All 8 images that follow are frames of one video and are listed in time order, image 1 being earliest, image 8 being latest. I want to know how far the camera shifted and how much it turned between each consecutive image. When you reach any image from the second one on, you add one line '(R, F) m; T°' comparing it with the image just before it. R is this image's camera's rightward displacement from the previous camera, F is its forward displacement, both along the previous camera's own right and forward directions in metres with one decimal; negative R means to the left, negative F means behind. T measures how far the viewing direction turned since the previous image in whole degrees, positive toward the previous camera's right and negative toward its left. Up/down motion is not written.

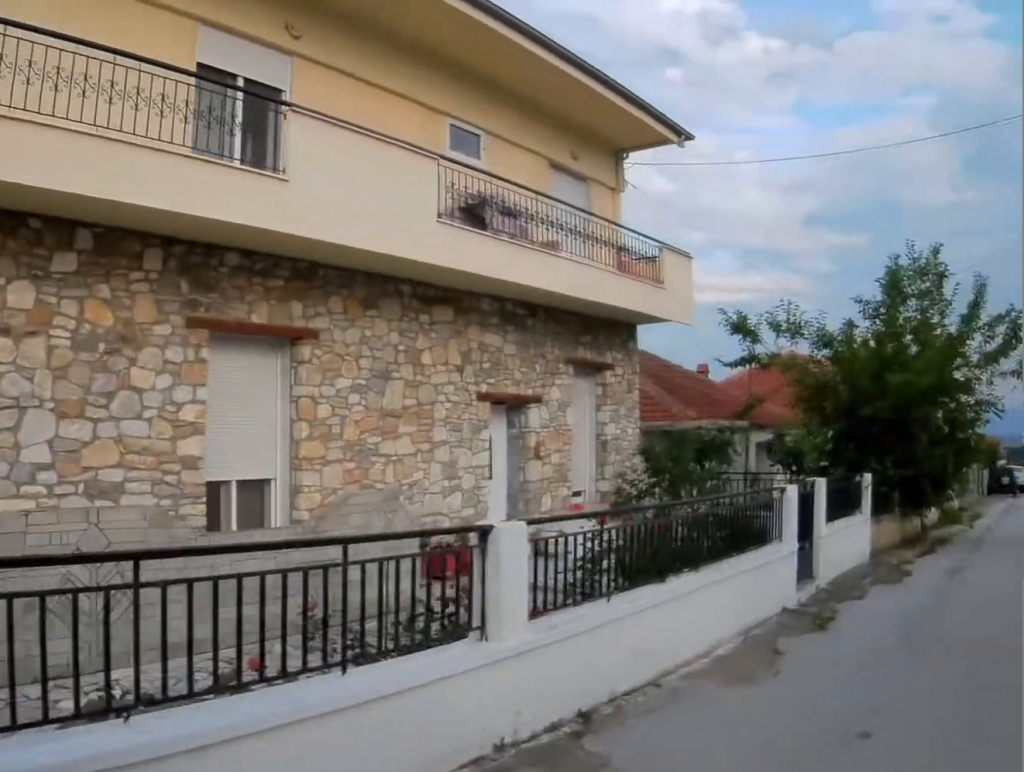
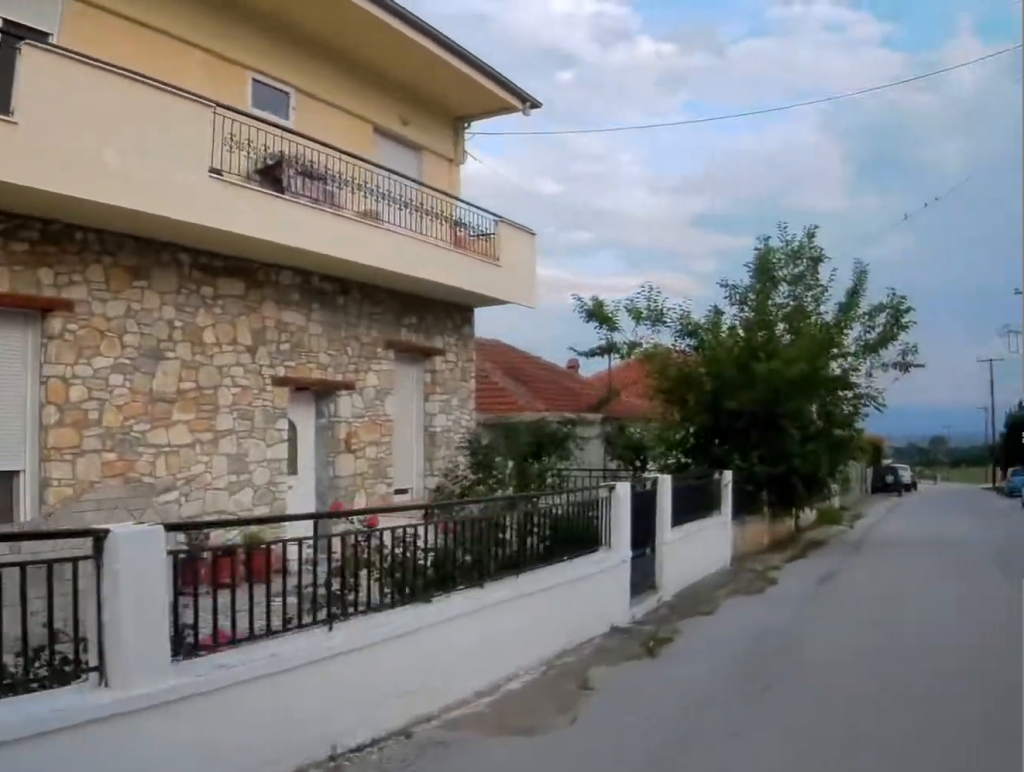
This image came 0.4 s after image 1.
(+0.1, +1.5) m; +3°
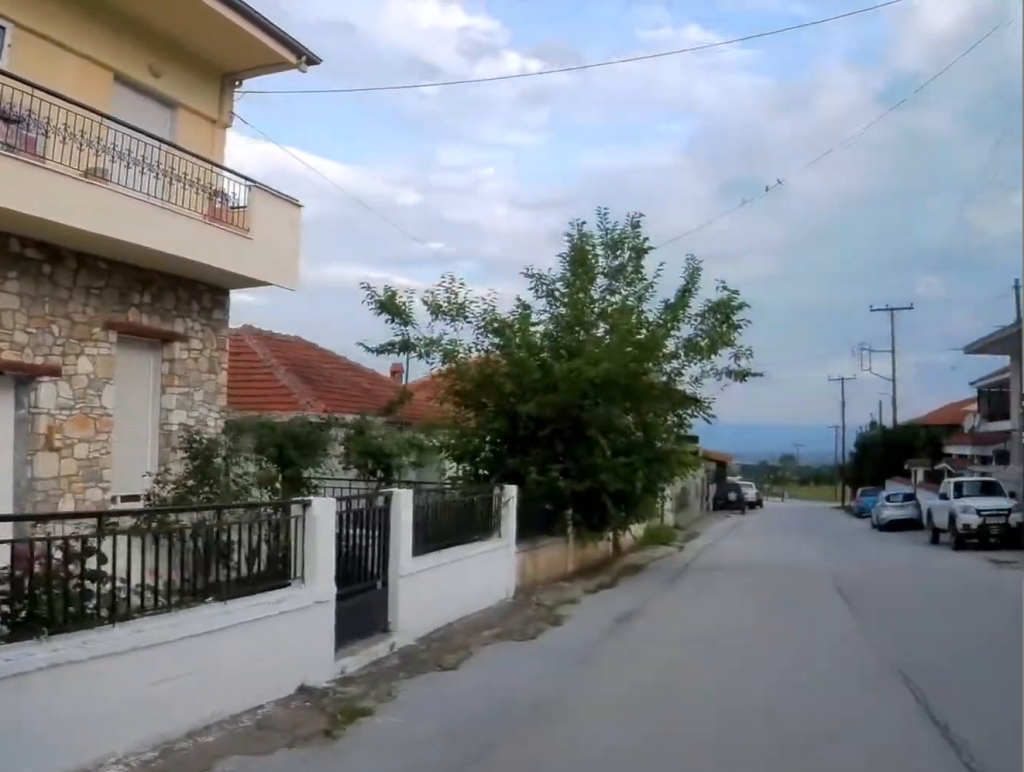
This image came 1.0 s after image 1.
(-0.3, +2.1) m; -1°
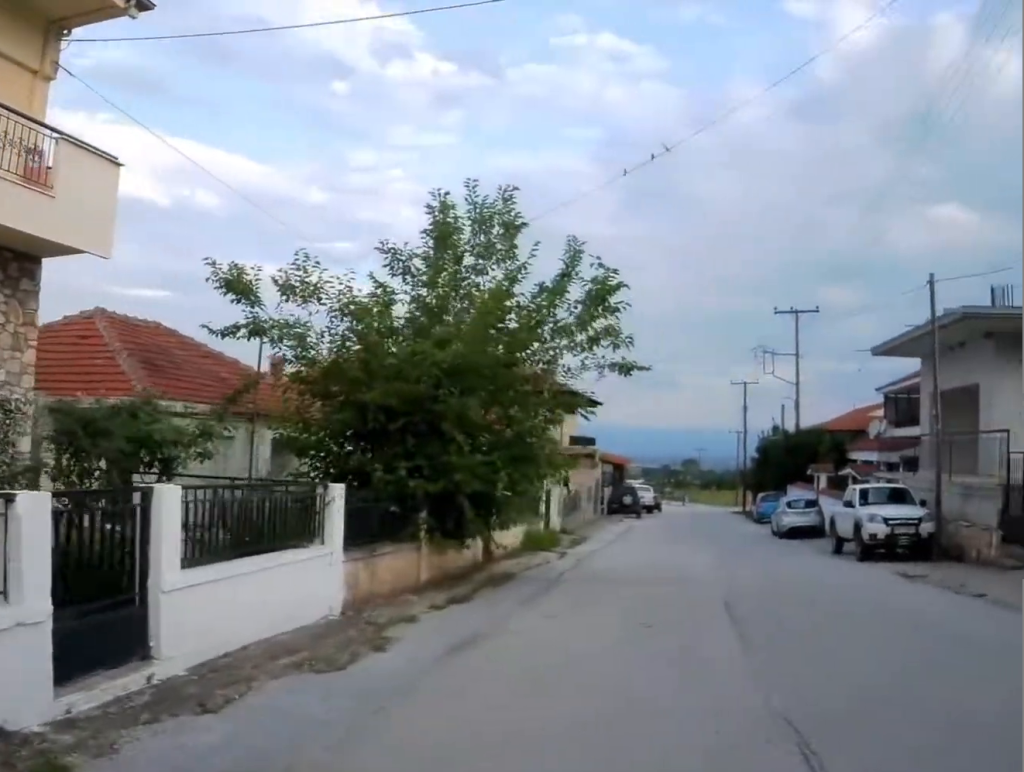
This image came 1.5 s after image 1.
(0.0, +1.6) m; +1°
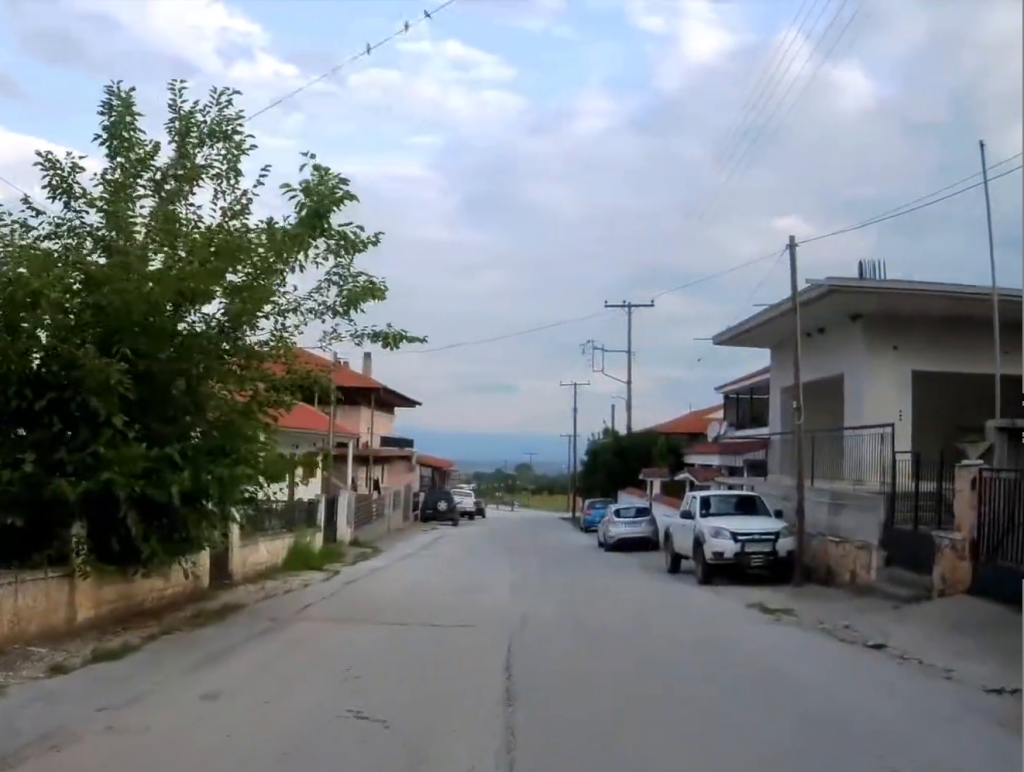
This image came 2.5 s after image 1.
(+0.4, +3.9) m; +8°
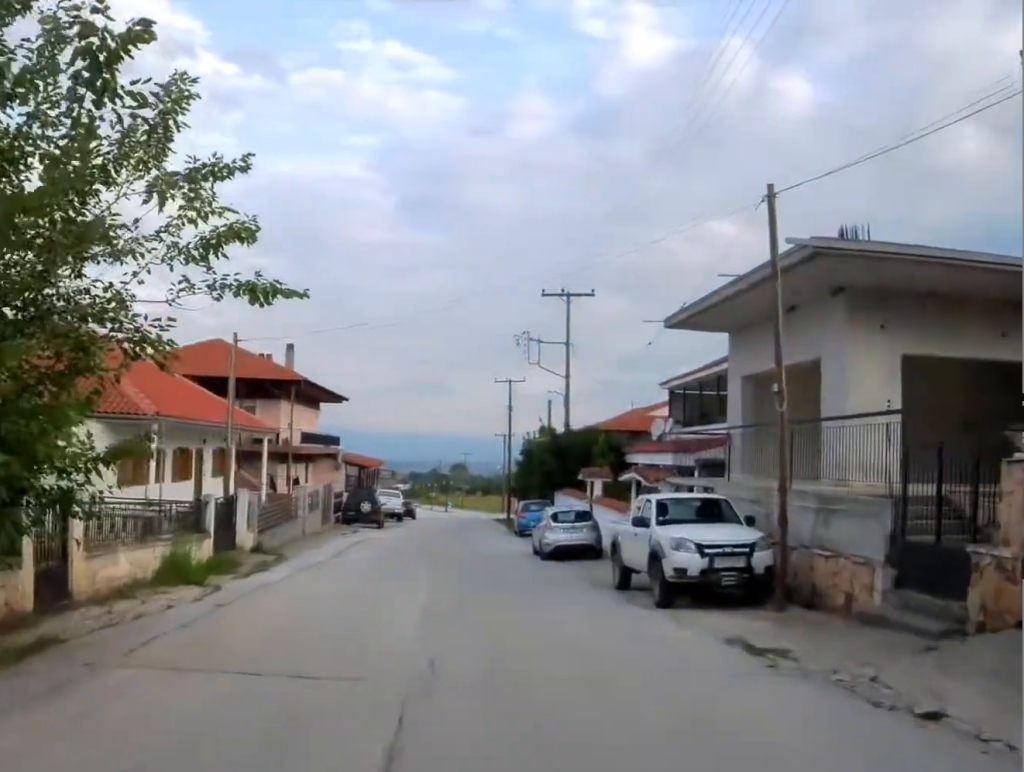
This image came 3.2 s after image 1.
(-0.1, +3.0) m; +8°
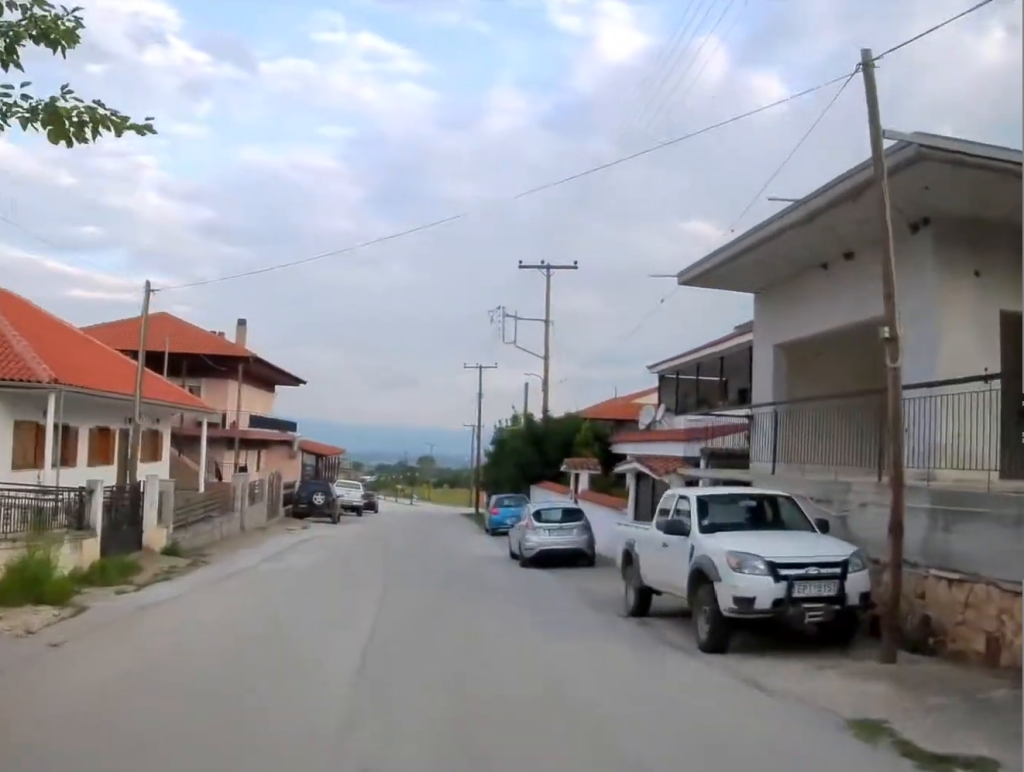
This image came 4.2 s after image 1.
(+0.7, +4.3) m; +4°
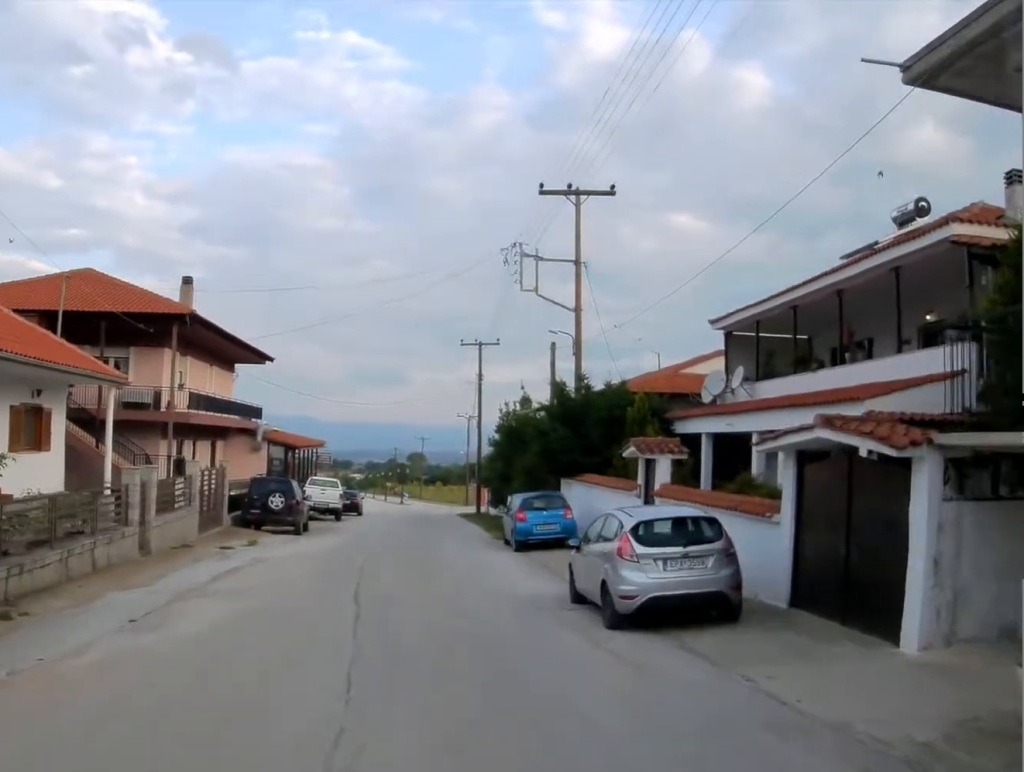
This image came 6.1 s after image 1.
(-0.9, +9.1) m; -4°
